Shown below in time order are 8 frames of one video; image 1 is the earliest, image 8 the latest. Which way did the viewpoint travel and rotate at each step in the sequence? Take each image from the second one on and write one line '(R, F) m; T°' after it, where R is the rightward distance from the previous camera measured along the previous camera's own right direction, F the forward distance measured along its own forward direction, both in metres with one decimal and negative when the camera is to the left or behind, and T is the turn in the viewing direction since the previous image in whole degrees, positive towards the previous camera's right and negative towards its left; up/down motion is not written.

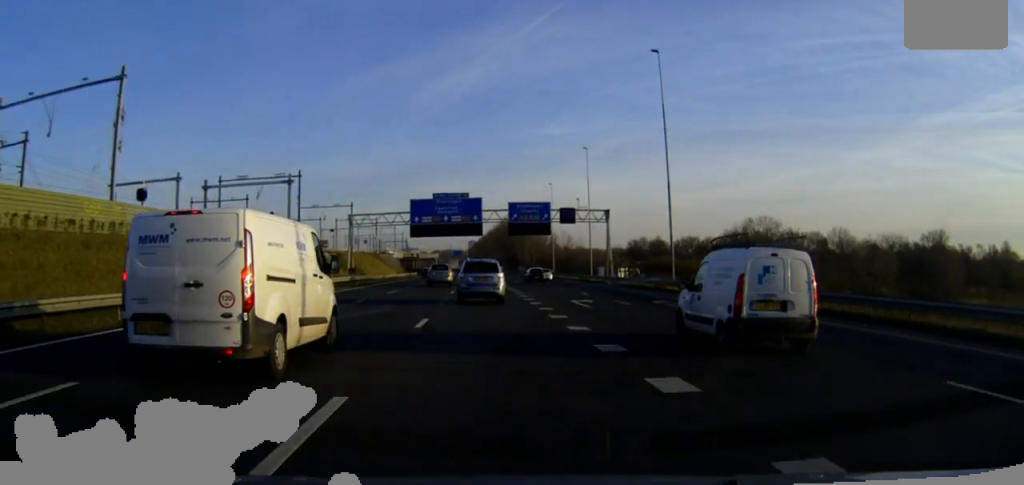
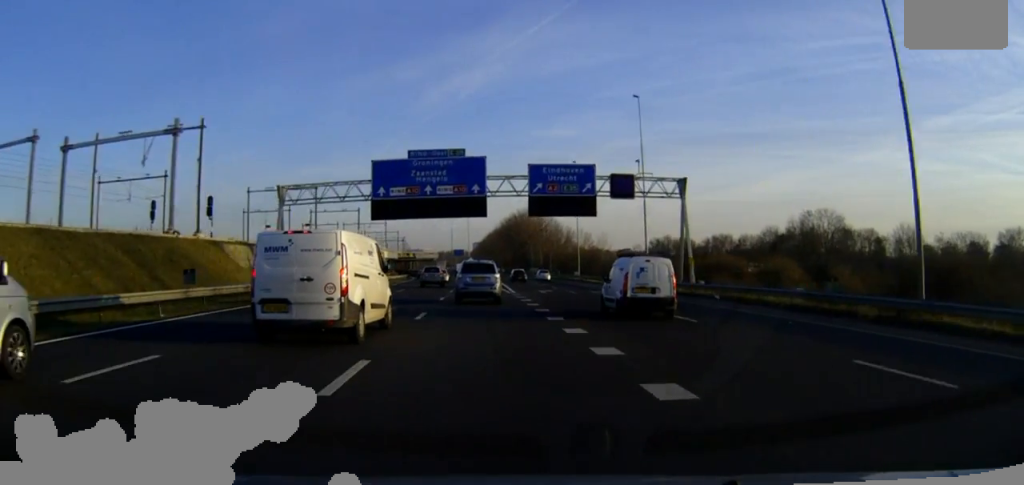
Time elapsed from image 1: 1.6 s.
(-0.2, +33.1) m; -1°
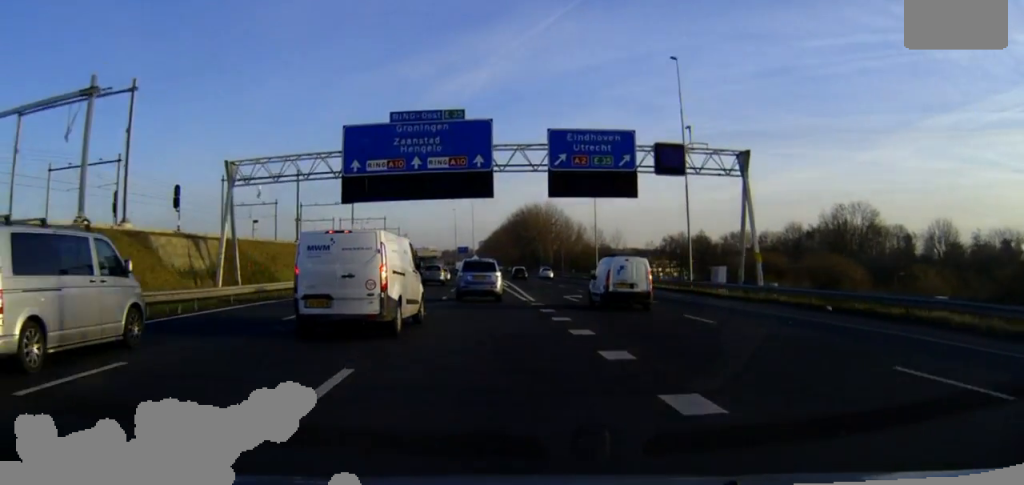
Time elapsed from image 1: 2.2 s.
(0.0, +12.9) m; 0°
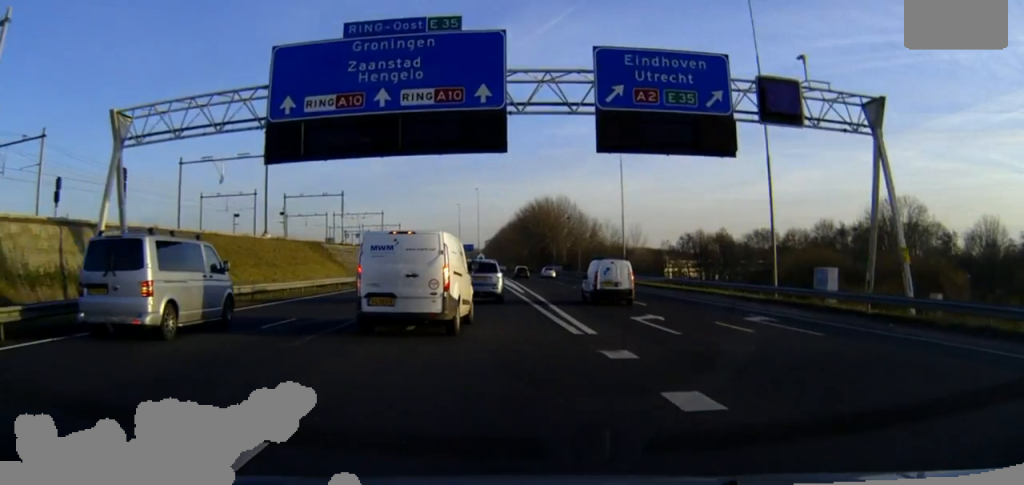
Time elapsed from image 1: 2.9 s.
(0.0, +15.6) m; 0°
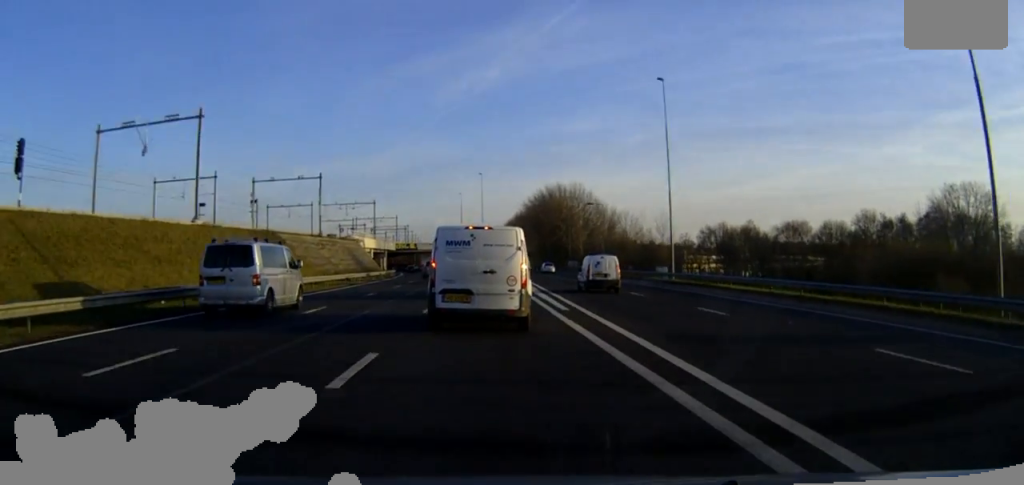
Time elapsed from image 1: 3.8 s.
(-0.1, +19.9) m; -1°
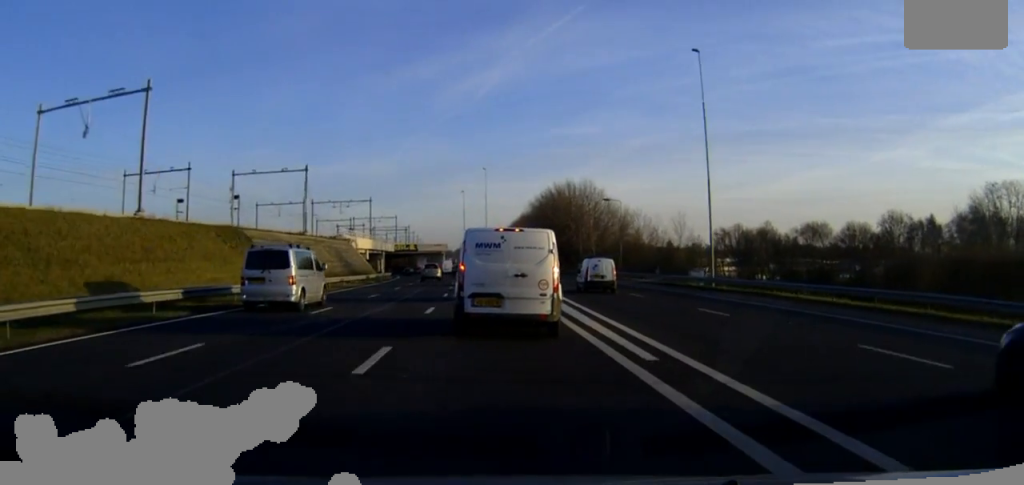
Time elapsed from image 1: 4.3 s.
(-0.1, +11.2) m; 0°
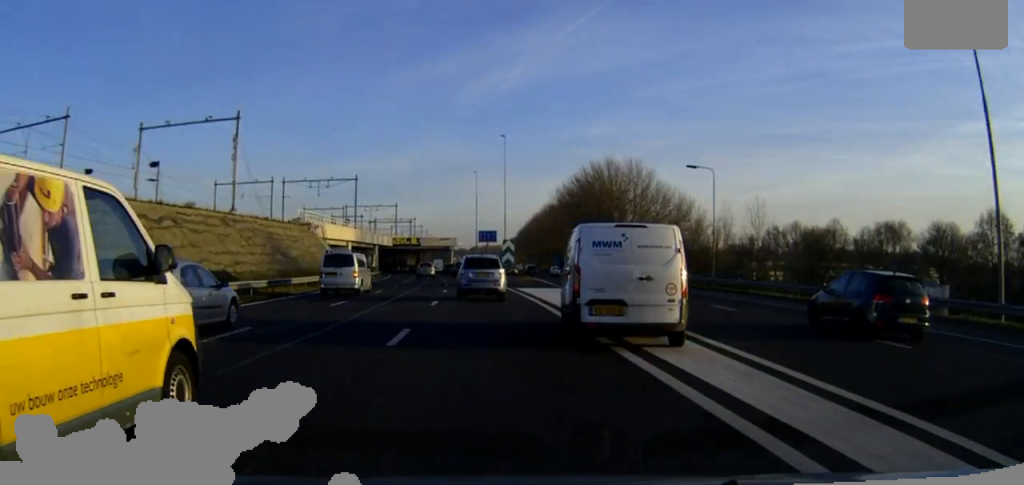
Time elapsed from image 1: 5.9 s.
(-0.3, +32.9) m; -1°
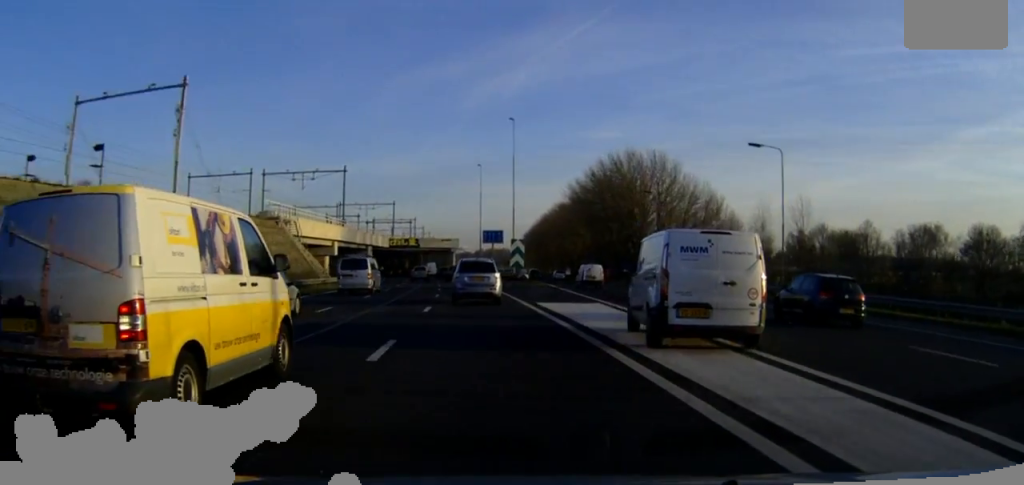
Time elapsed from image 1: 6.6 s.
(0.0, +14.1) m; 0°
